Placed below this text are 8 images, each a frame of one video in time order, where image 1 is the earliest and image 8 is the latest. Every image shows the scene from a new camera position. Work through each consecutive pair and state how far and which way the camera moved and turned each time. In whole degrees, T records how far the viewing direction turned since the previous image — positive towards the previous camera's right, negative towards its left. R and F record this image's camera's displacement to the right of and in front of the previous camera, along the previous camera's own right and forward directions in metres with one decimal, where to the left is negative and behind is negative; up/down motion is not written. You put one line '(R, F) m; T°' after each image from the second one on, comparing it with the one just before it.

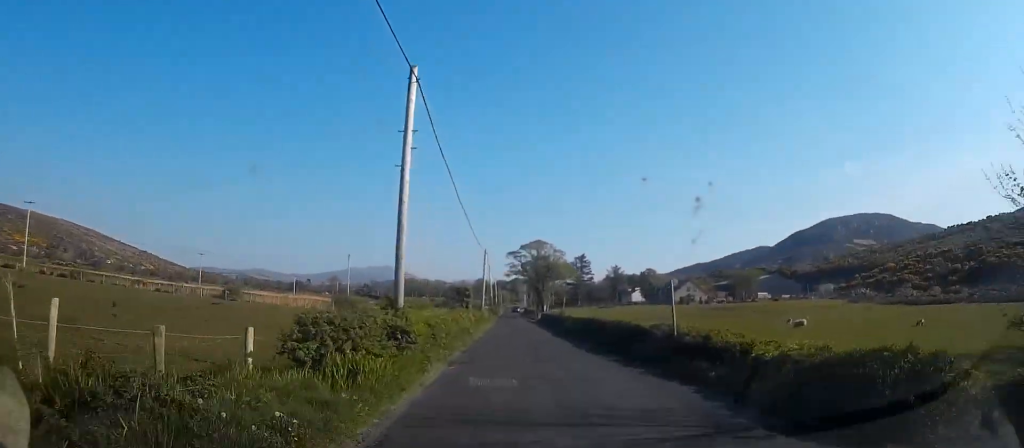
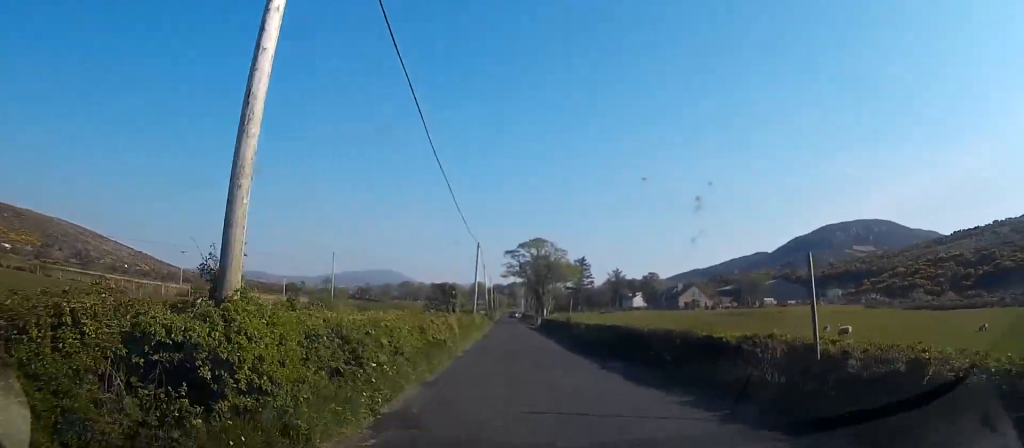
(0.0, +8.1) m; 0°
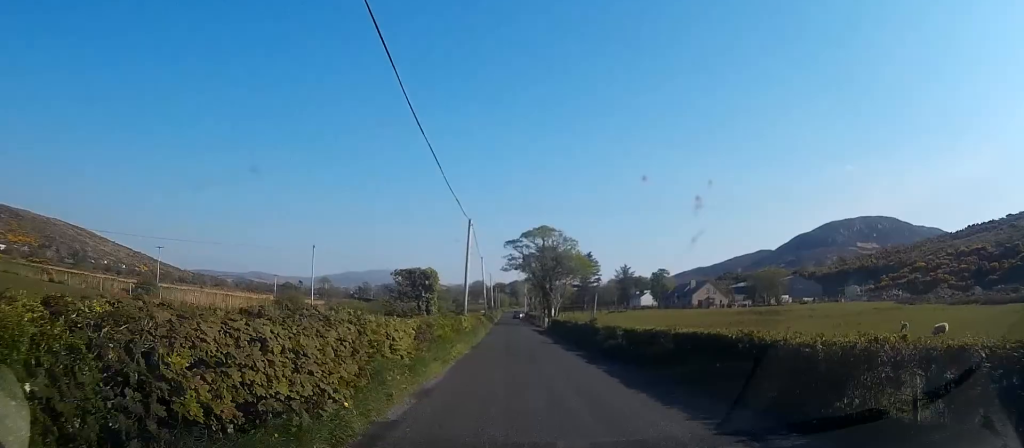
(0.0, +11.4) m; 0°
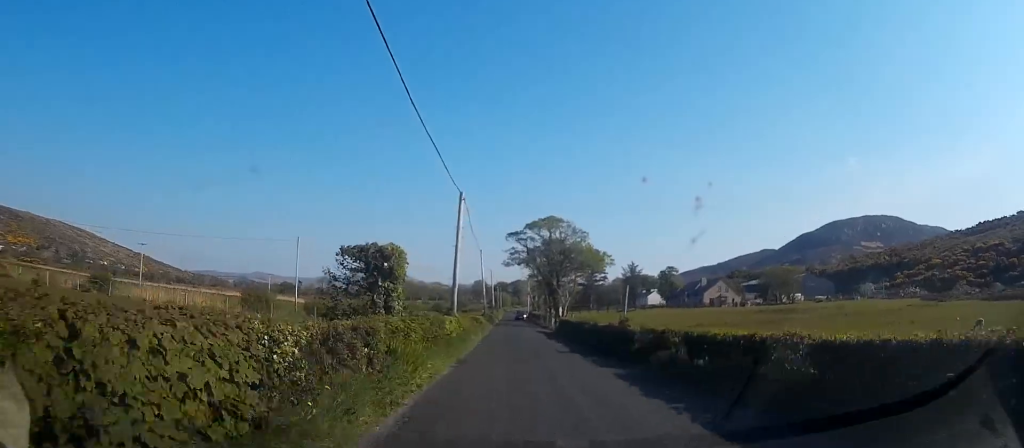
(0.0, +7.9) m; 0°
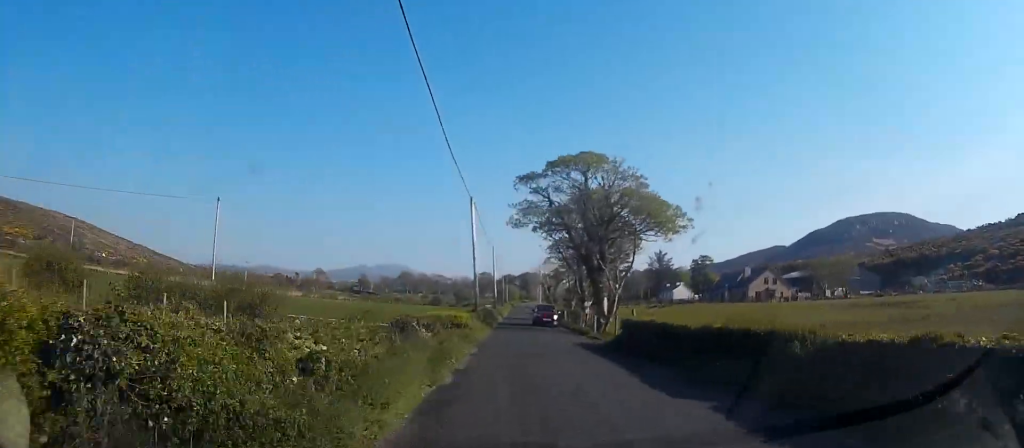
(-0.2, +25.7) m; 0°
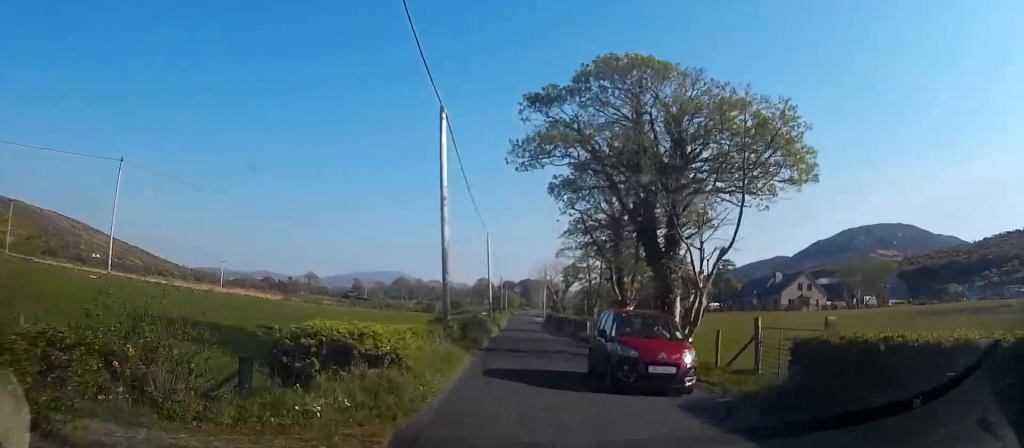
(+0.1, +16.6) m; 0°
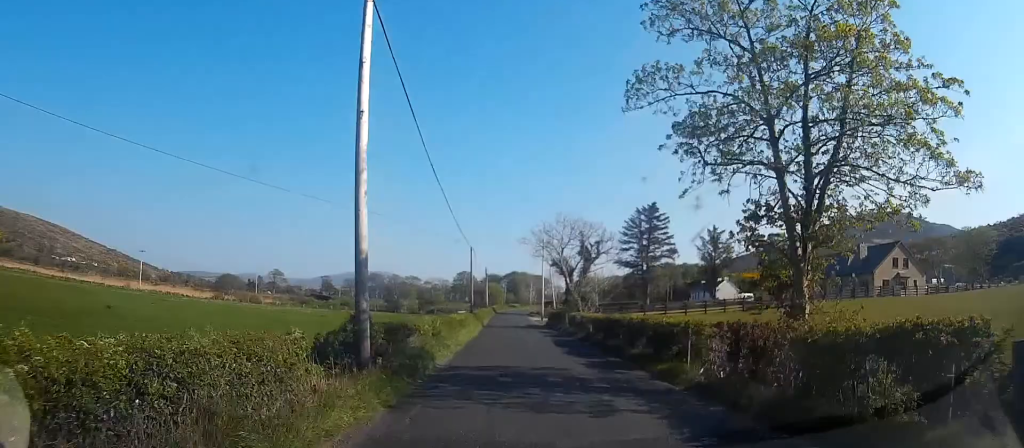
(+0.3, +35.7) m; +1°
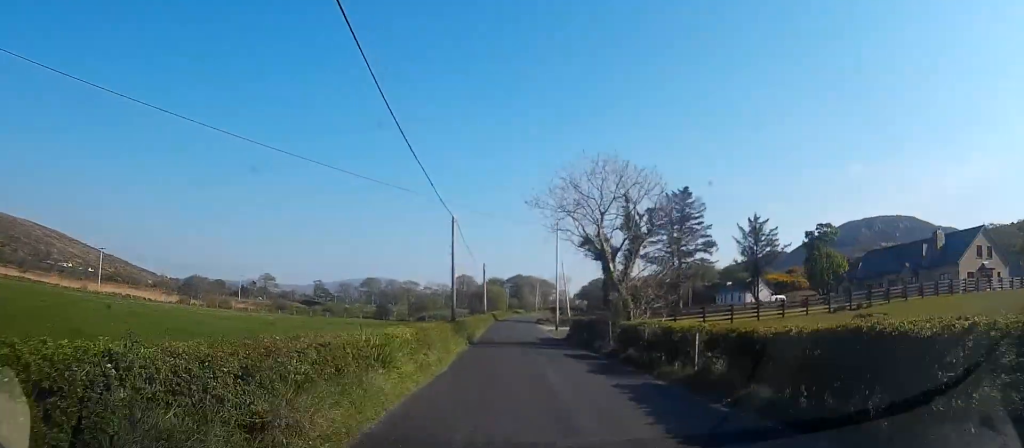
(+0.1, +17.5) m; -1°
